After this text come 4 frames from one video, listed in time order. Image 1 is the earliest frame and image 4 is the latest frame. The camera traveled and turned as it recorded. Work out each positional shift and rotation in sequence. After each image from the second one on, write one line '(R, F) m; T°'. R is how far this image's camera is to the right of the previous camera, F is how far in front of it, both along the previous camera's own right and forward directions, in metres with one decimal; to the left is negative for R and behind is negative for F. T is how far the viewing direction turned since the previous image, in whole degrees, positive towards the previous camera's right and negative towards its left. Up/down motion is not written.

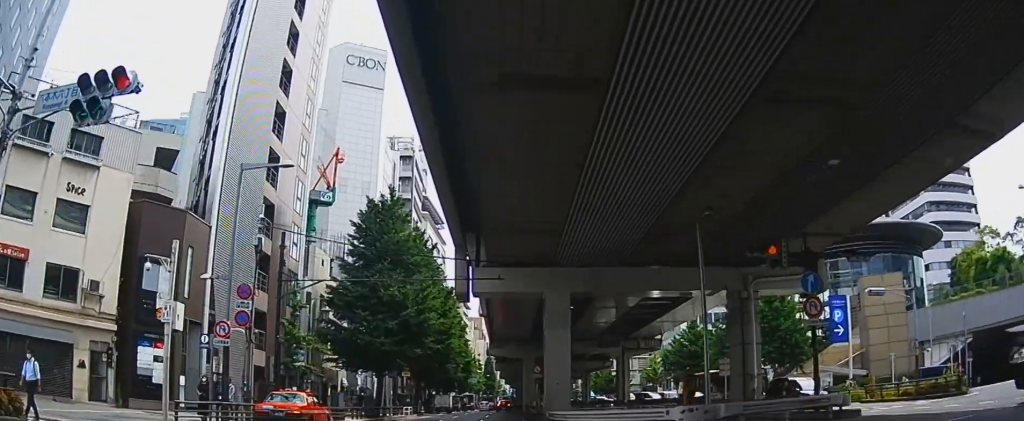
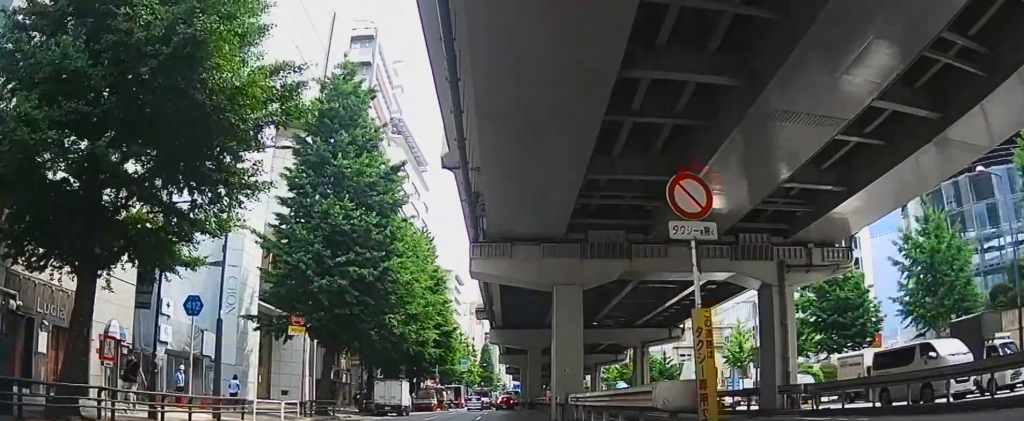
(-0.3, +28.9) m; +2°
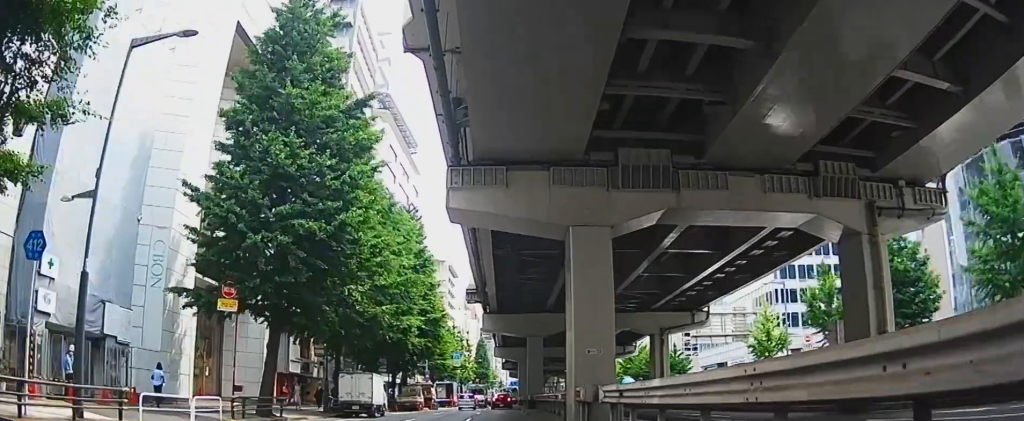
(+0.2, +7.0) m; -1°
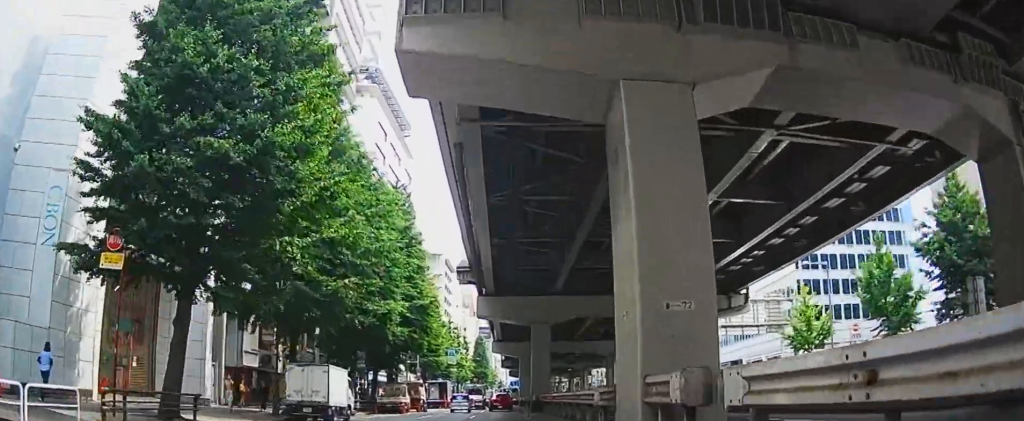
(-0.3, +7.4) m; -3°
